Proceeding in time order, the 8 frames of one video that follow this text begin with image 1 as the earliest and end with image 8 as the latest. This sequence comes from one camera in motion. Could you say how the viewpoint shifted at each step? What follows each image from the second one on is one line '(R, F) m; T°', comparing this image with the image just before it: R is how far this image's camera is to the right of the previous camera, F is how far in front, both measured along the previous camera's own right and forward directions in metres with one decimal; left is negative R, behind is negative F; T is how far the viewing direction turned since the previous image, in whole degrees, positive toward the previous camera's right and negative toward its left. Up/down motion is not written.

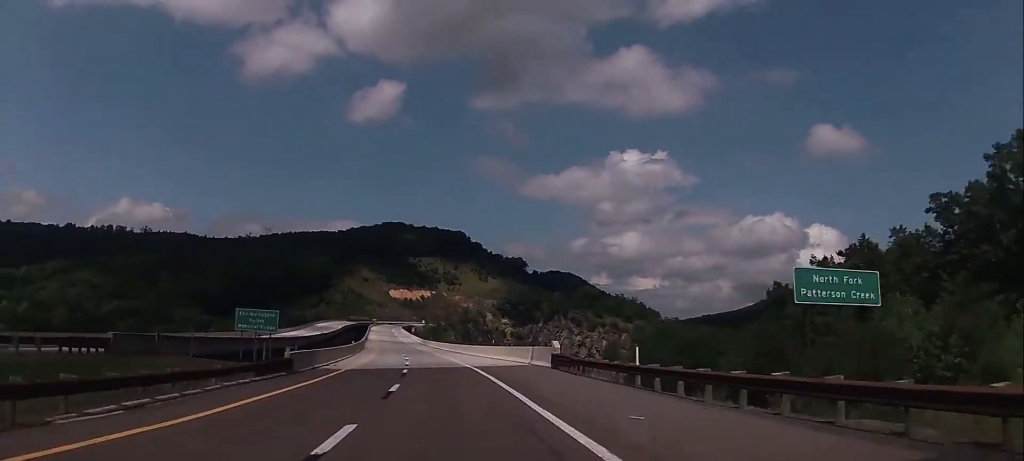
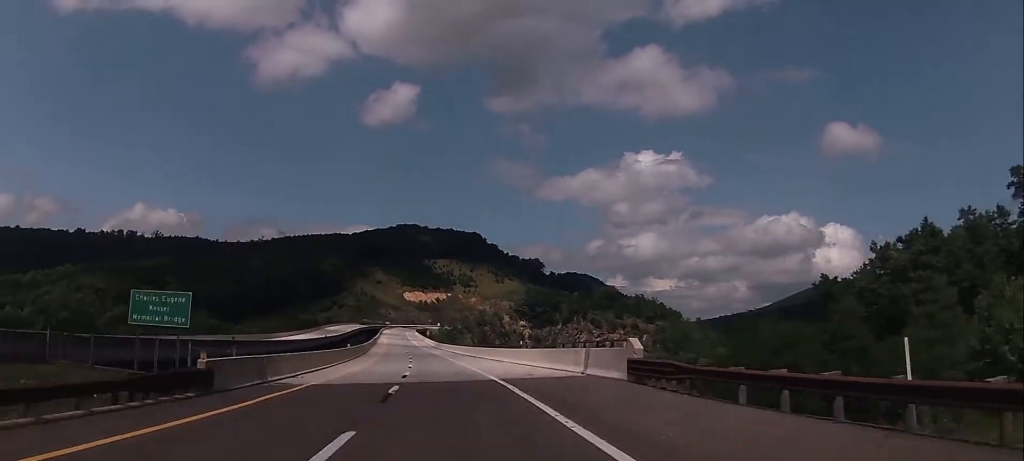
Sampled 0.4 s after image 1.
(-0.4, +13.2) m; -1°
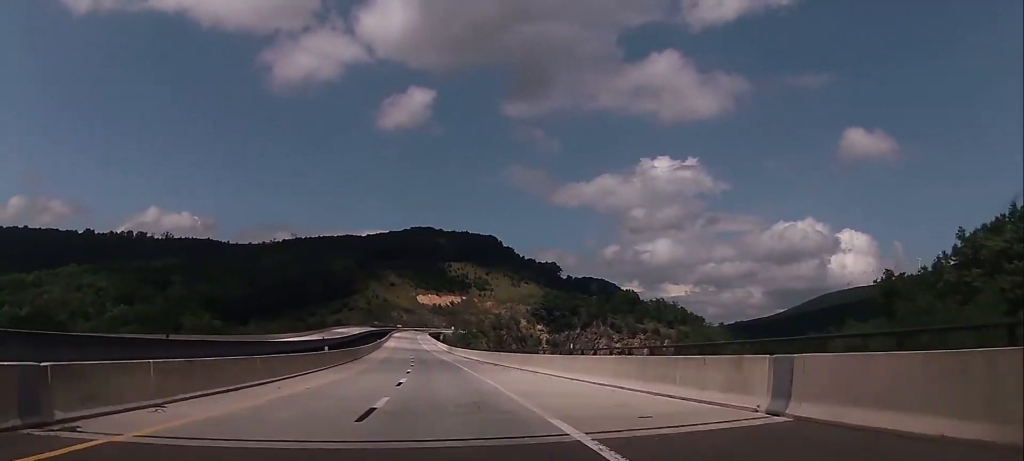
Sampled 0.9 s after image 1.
(-0.3, +16.5) m; -1°
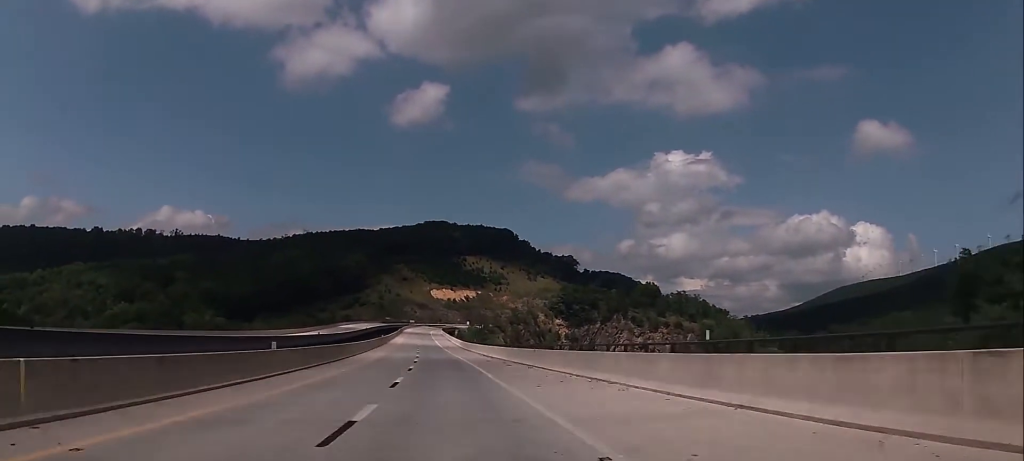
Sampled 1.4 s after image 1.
(0.0, +16.4) m; -1°
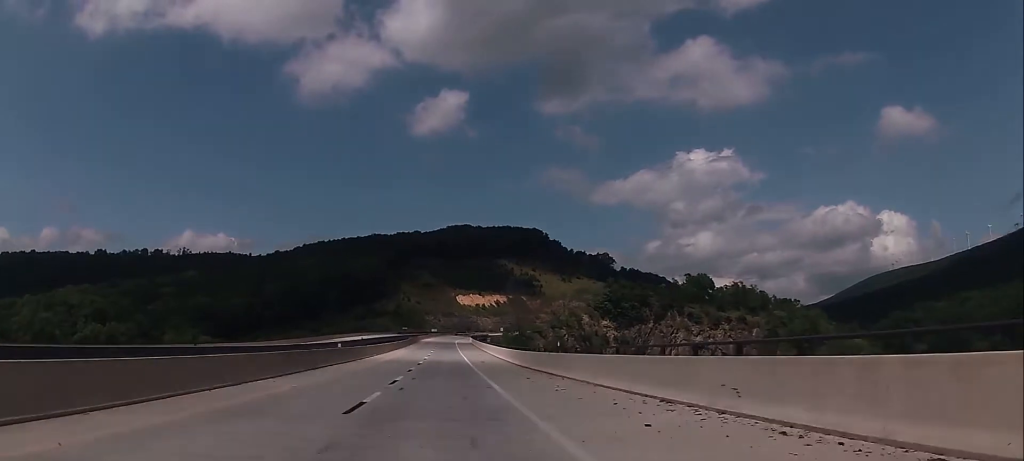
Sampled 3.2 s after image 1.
(-2.3, +58.8) m; -3°
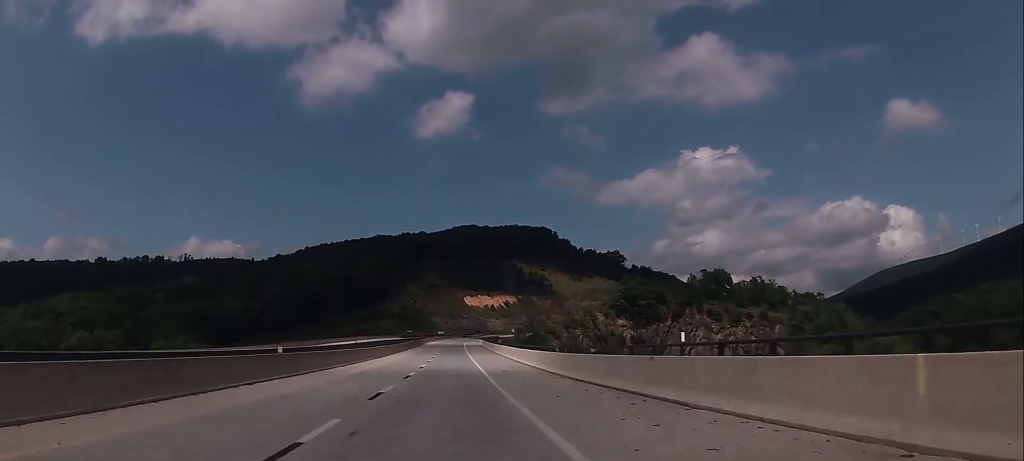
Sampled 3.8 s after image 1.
(0.0, +18.5) m; 0°
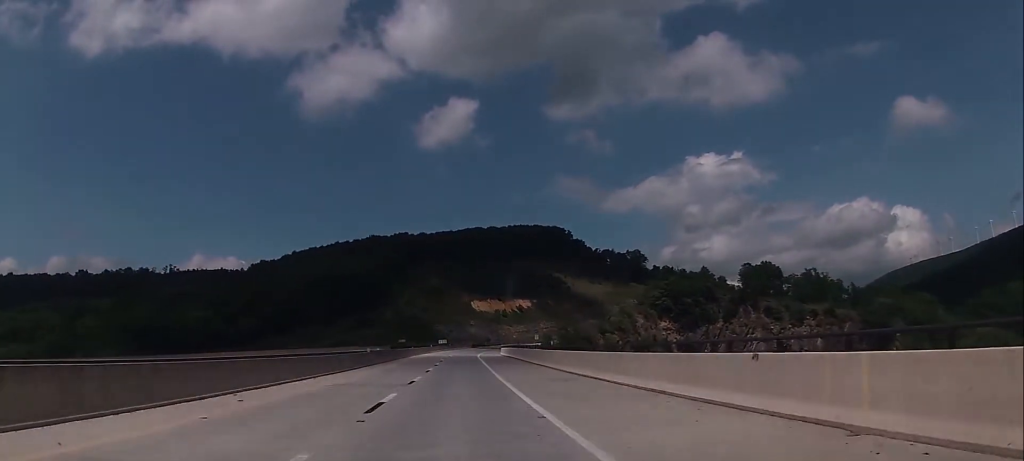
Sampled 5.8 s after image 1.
(-0.8, +65.4) m; -1°
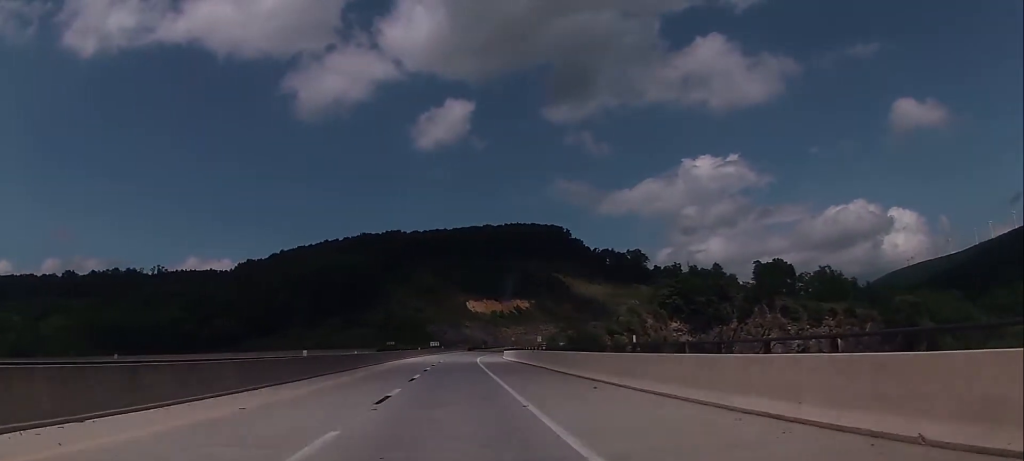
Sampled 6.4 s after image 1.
(0.0, +21.6) m; 0°
